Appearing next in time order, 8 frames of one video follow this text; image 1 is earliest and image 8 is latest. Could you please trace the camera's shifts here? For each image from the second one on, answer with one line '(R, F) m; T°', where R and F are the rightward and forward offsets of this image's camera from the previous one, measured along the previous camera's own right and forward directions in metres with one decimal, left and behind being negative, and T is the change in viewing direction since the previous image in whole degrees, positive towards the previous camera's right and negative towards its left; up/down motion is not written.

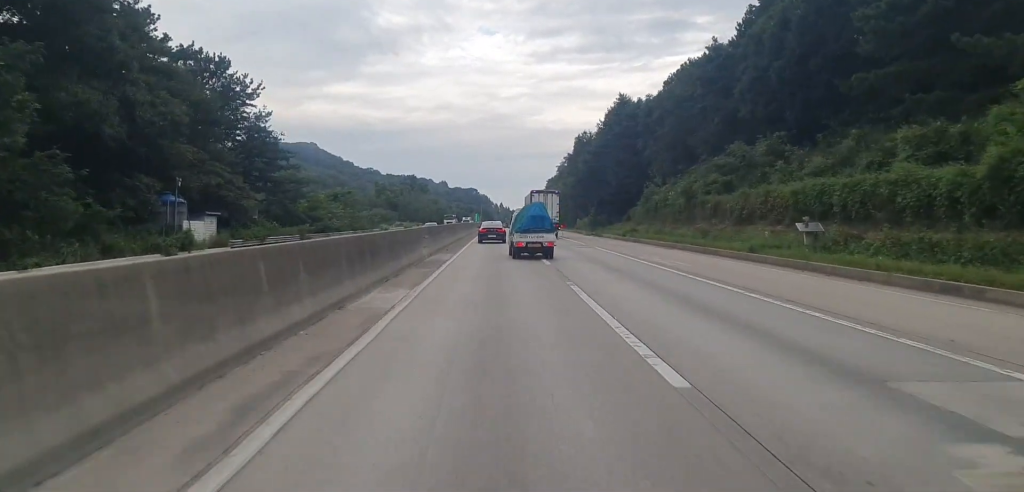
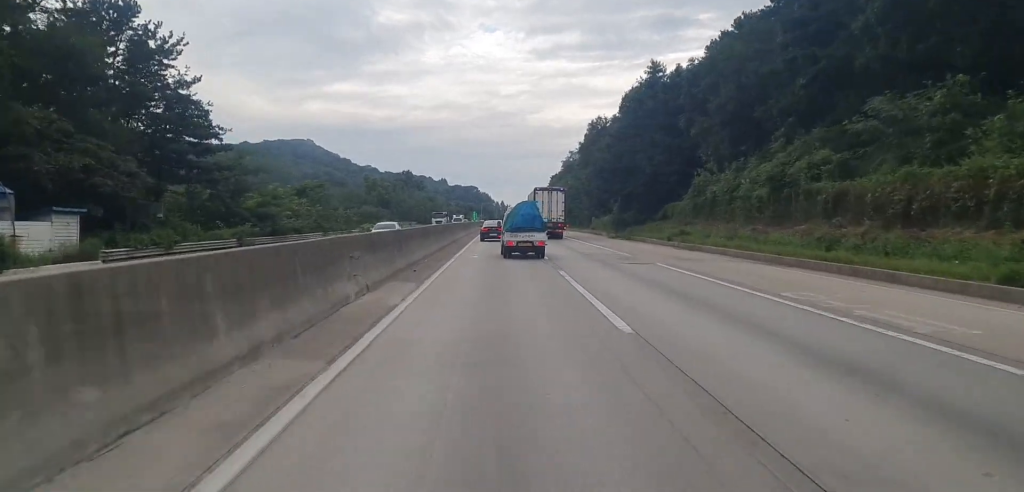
(0.0, +18.8) m; 0°
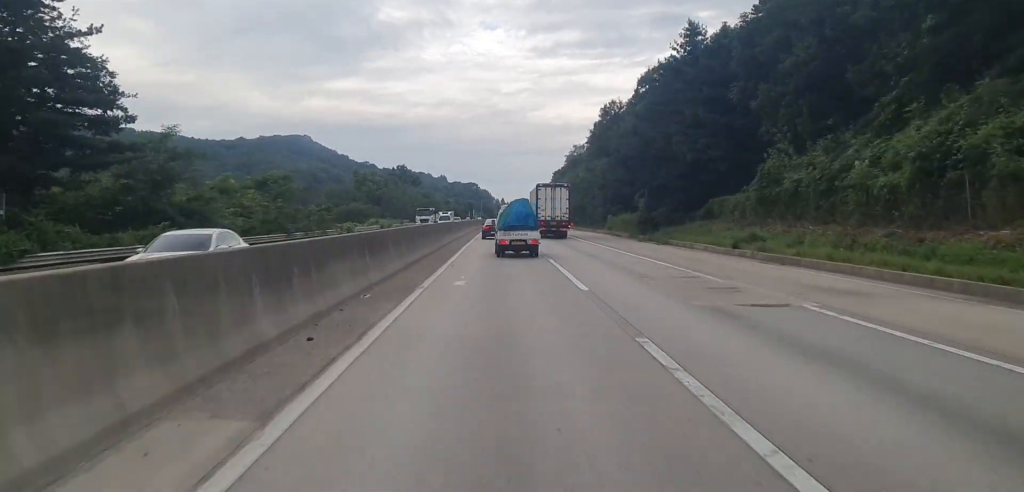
(0.0, +16.9) m; 0°
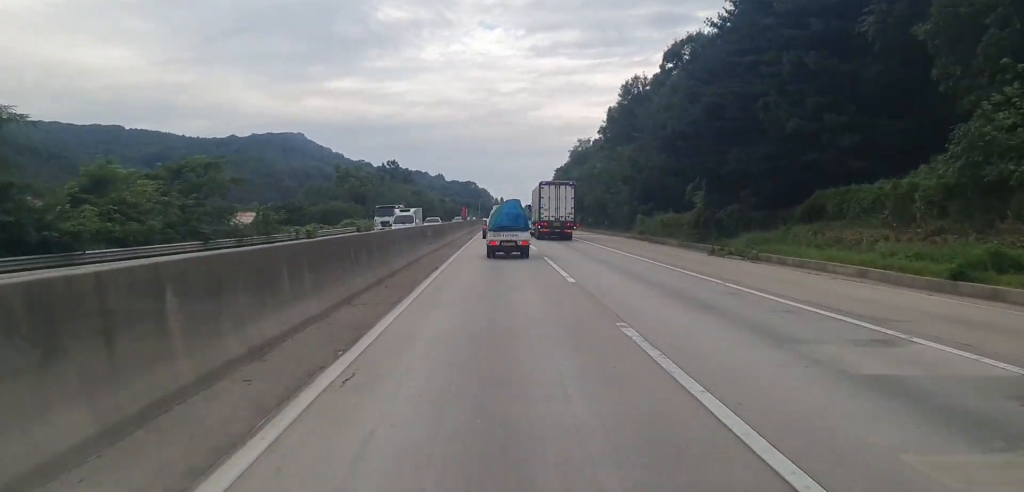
(-0.1, +19.8) m; 0°
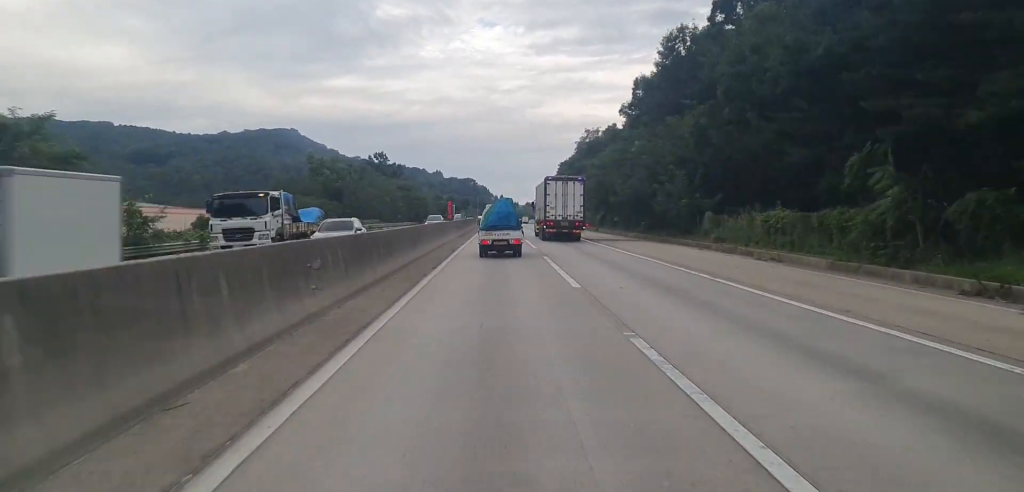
(0.0, +21.9) m; 0°
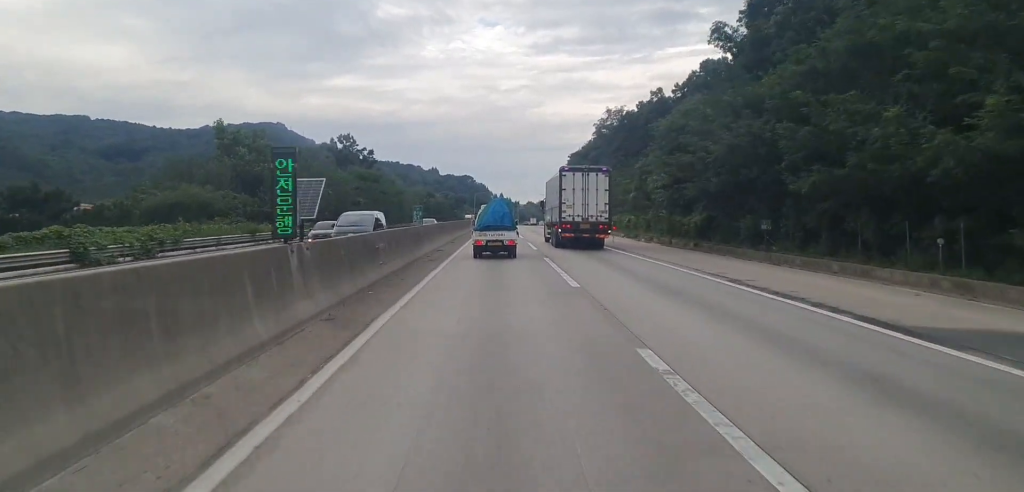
(0.0, +43.6) m; -1°
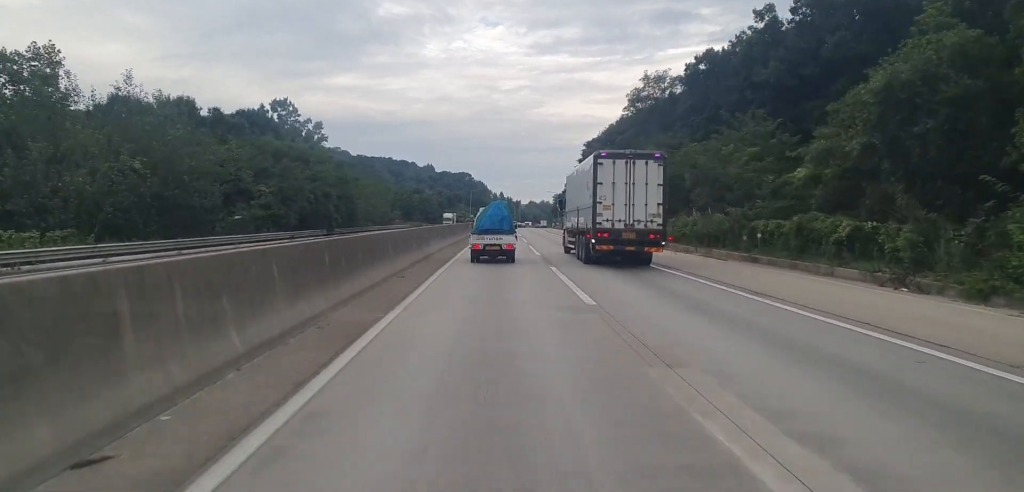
(-0.5, +43.8) m; 0°
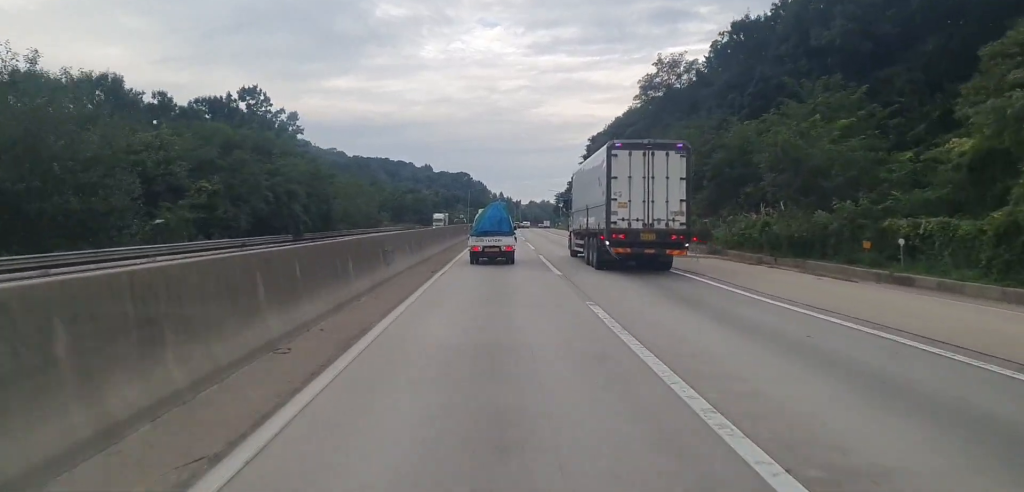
(0.0, +12.4) m; 0°
